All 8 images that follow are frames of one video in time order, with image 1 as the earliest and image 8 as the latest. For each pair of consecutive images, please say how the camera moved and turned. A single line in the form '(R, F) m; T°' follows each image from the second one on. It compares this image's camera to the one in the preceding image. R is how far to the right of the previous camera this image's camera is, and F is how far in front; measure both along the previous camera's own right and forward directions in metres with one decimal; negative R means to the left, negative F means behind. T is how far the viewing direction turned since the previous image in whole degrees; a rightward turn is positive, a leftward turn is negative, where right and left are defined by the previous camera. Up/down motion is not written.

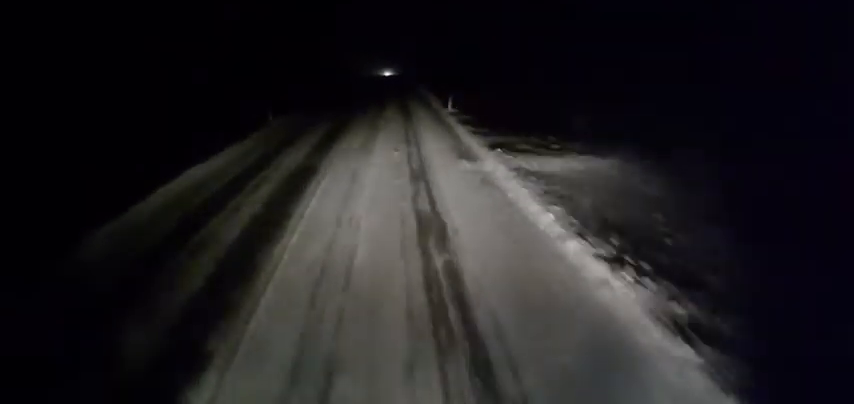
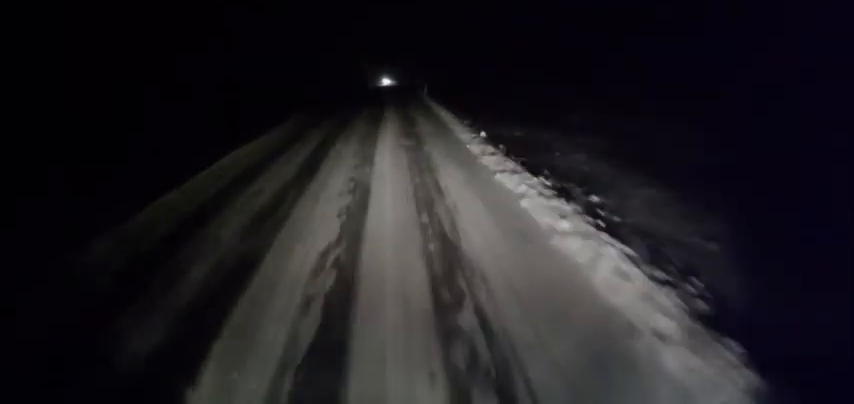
(-0.4, +33.1) m; -1°
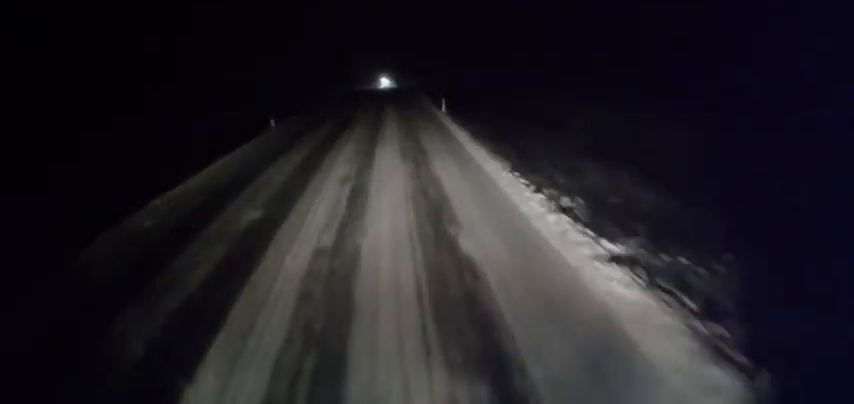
(+0.1, +13.0) m; +1°
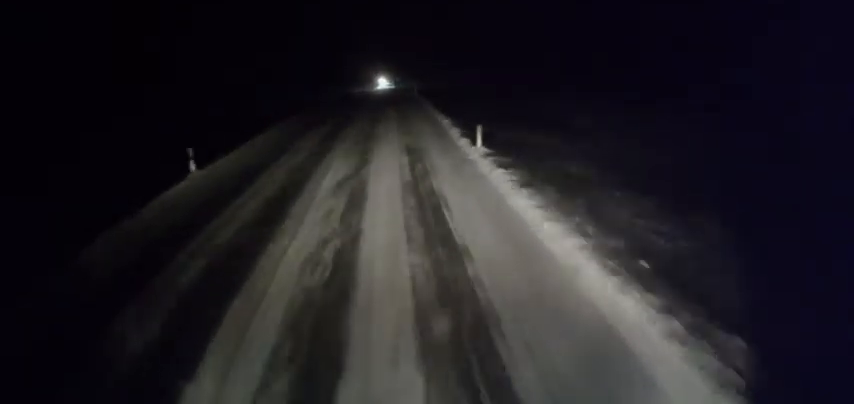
(+0.1, +9.7) m; +1°
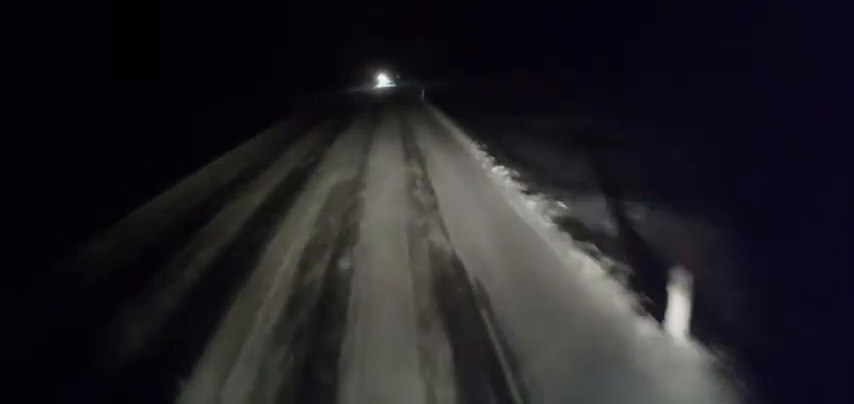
(+0.2, +9.7) m; 0°
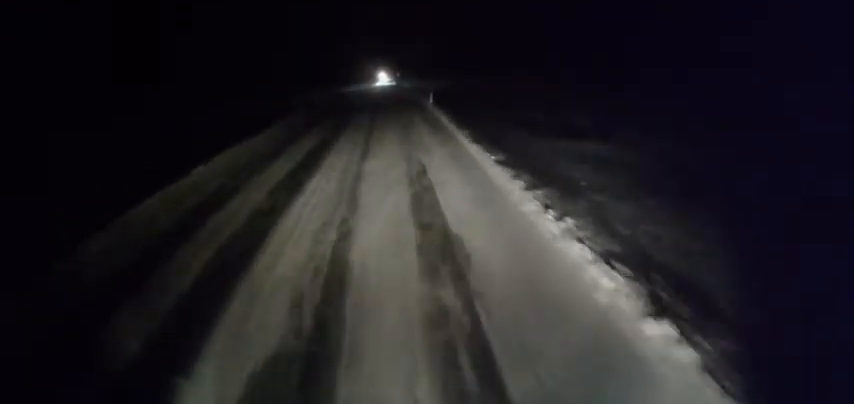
(-0.2, +7.5) m; -1°
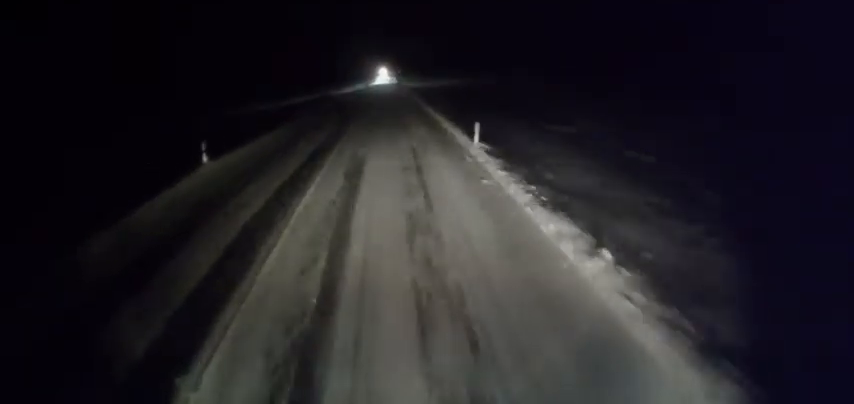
(-0.2, +16.1) m; -1°
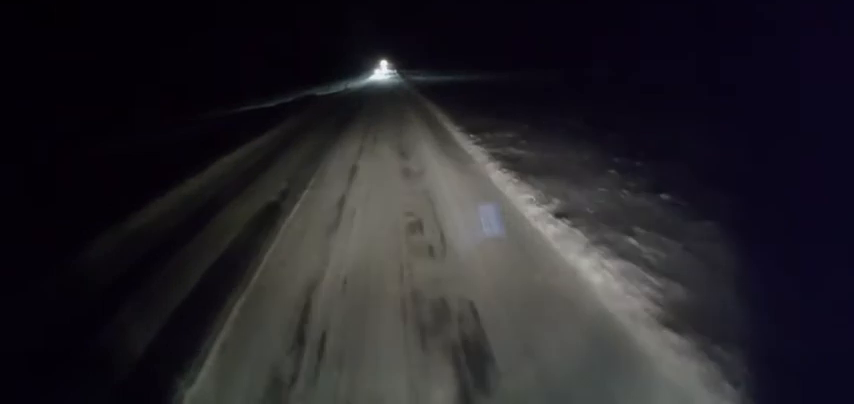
(0.0, +17.7) m; 0°
